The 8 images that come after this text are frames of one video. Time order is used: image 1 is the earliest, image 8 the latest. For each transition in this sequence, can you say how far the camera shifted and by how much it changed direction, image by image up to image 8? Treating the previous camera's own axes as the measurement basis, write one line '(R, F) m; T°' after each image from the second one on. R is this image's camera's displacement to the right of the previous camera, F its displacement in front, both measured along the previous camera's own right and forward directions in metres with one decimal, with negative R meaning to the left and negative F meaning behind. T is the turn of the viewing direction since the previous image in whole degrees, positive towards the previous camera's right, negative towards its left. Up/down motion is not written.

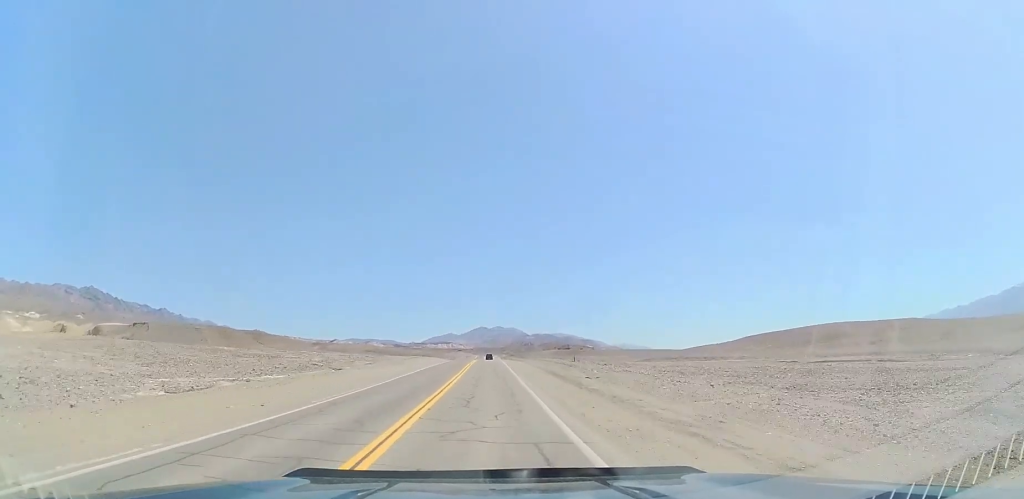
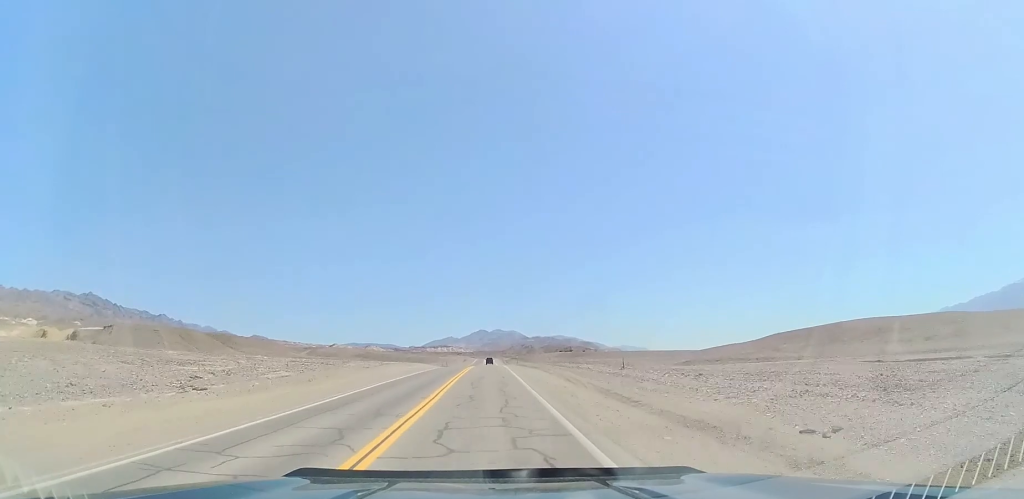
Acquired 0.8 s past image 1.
(0.0, +21.3) m; 0°
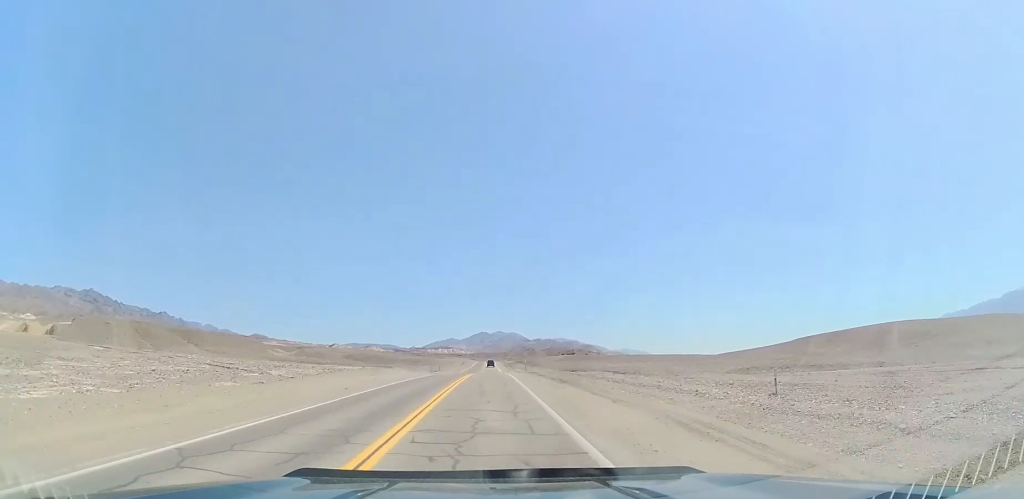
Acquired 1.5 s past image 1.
(0.0, +20.3) m; 0°
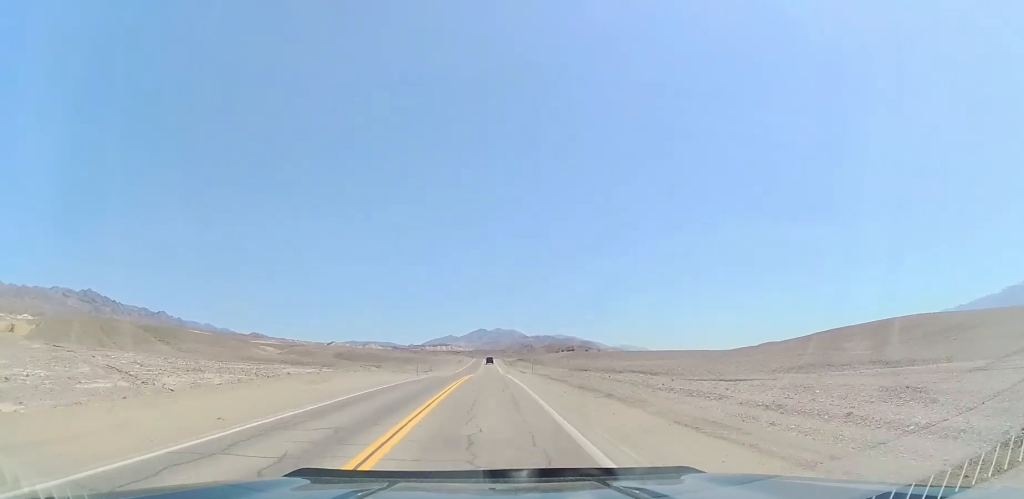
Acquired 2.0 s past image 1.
(0.0, +12.9) m; 0°
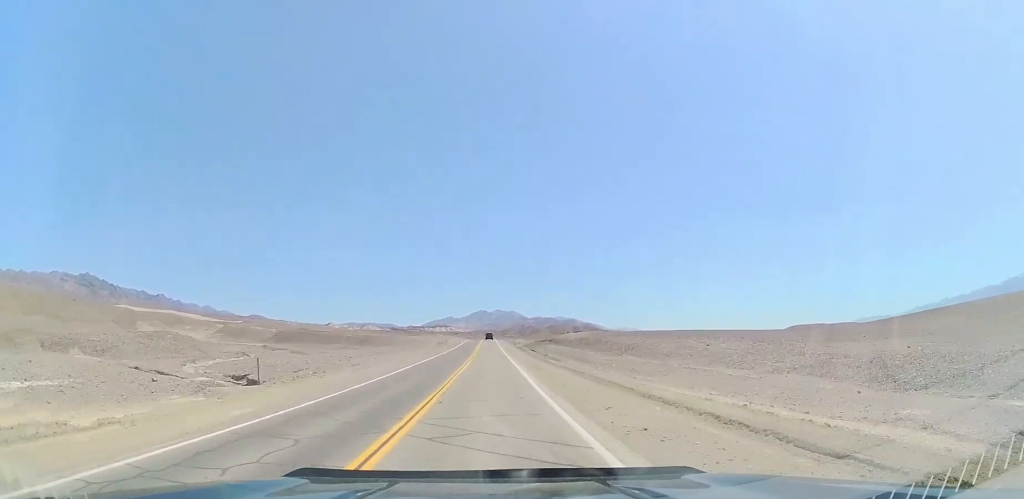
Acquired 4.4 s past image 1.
(+1.6, +67.8) m; +1°
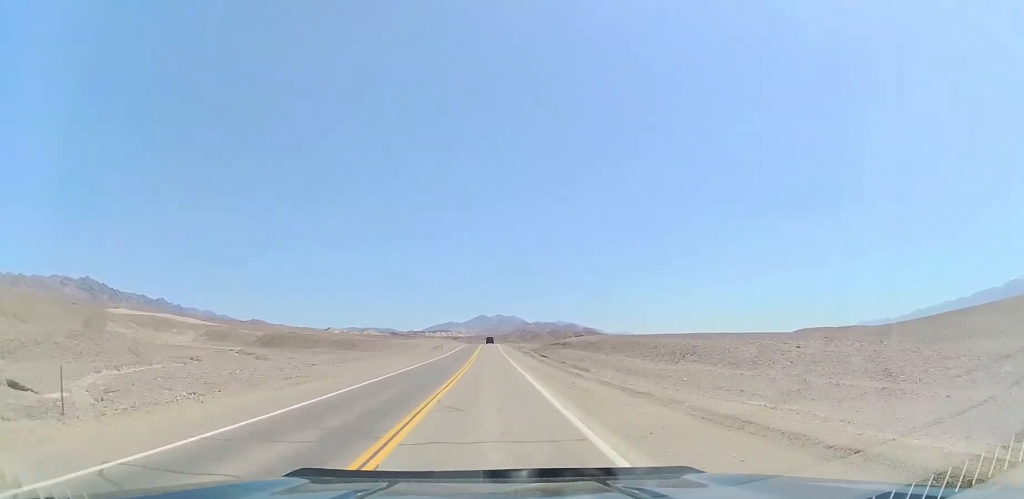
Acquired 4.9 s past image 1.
(0.0, +11.8) m; 0°
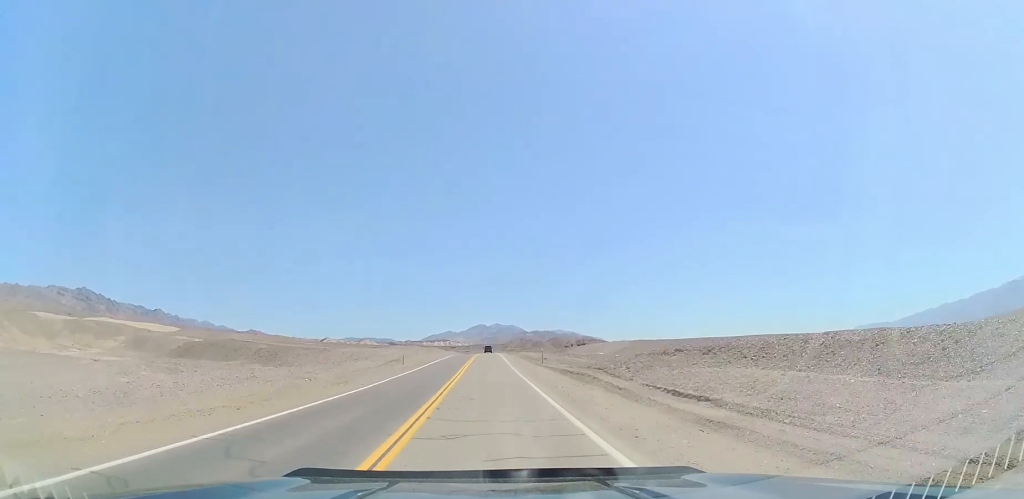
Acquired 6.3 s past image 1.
(-0.8, +40.2) m; 0°
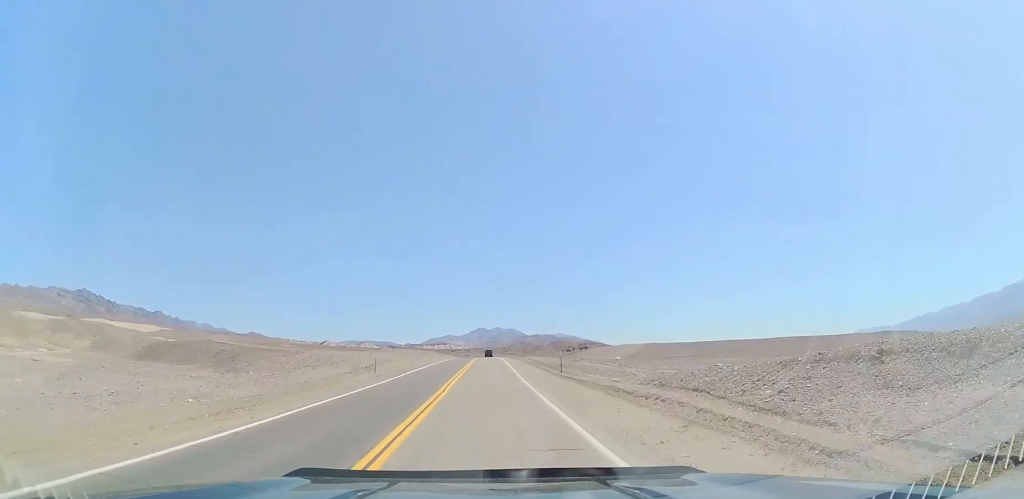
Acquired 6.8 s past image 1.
(-0.1, +12.8) m; +1°
